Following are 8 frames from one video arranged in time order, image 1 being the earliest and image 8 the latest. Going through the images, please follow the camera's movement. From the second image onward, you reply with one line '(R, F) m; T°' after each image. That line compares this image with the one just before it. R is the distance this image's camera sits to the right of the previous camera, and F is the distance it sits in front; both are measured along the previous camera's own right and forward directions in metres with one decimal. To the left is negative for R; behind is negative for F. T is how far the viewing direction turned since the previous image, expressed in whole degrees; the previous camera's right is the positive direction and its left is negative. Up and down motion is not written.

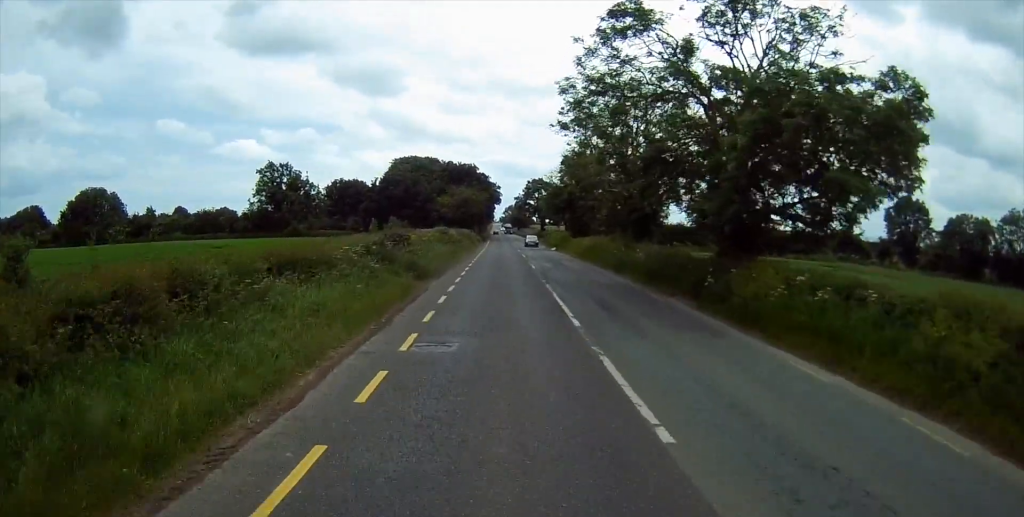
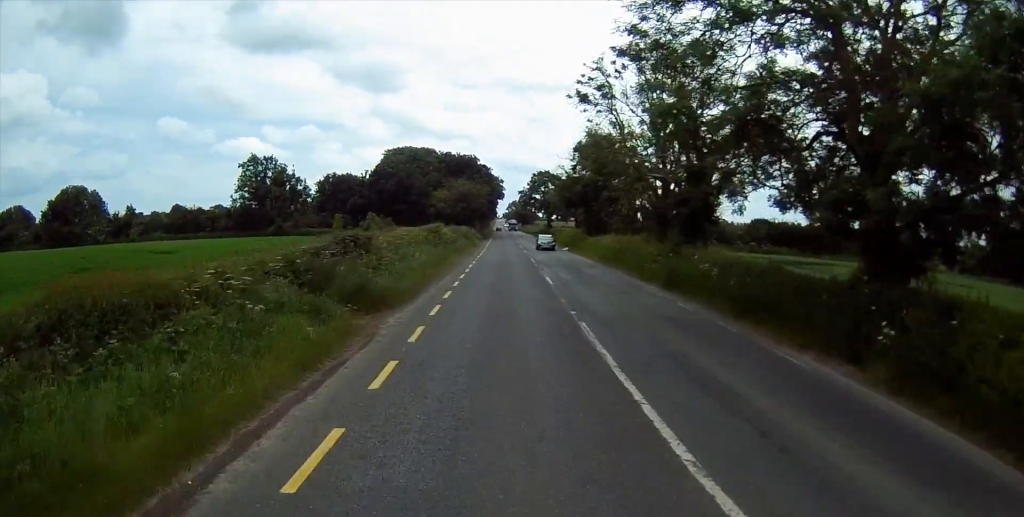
(0.0, +11.0) m; 0°
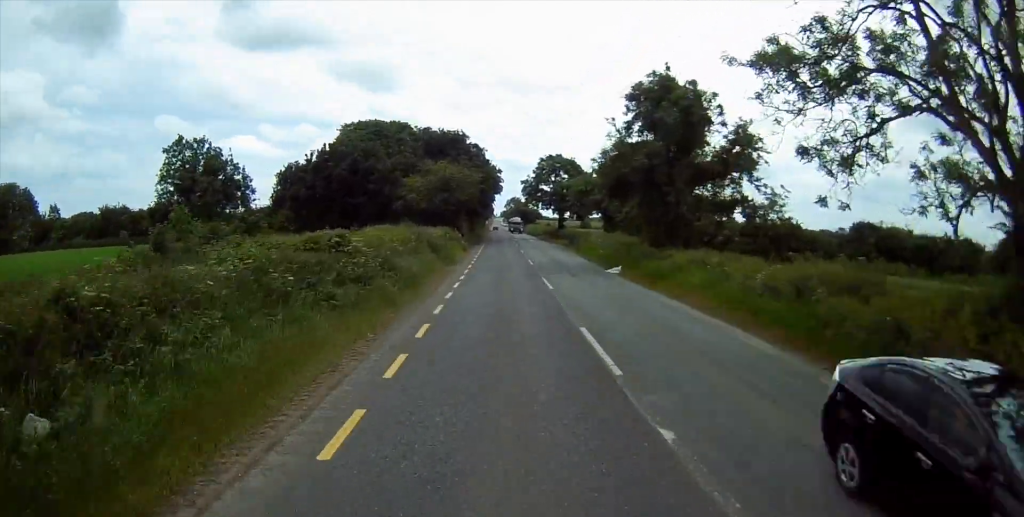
(-0.2, +30.0) m; -1°
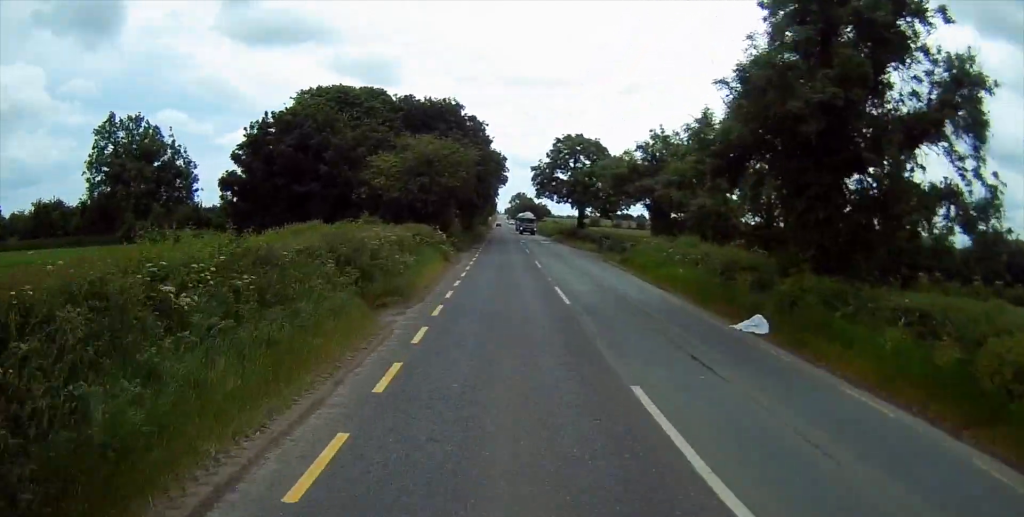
(0.0, +20.6) m; 0°
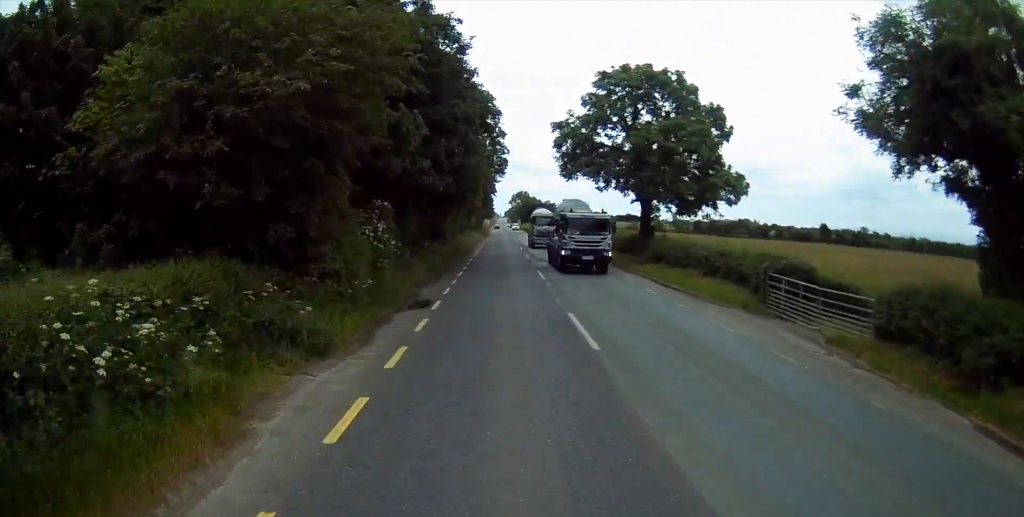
(+0.3, +36.8) m; +1°
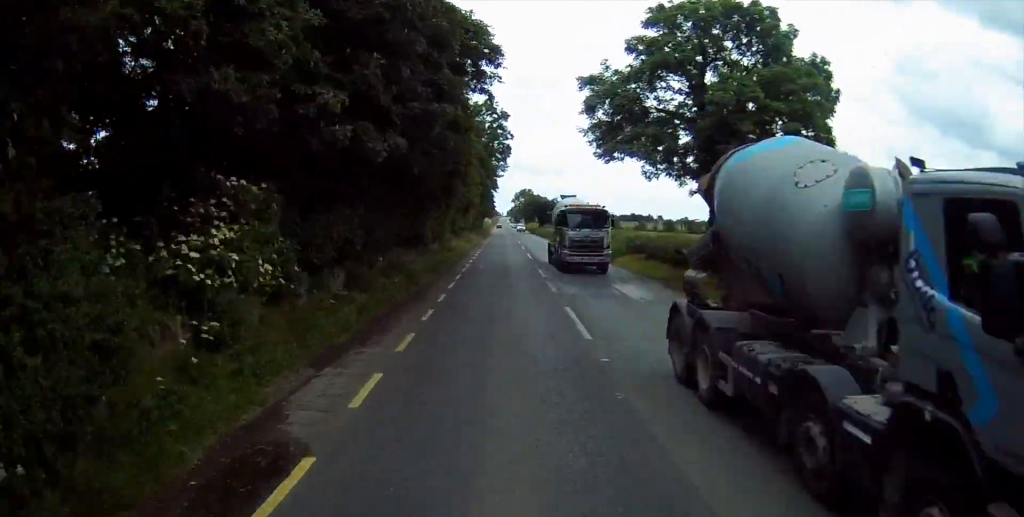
(+0.2, +14.0) m; 0°
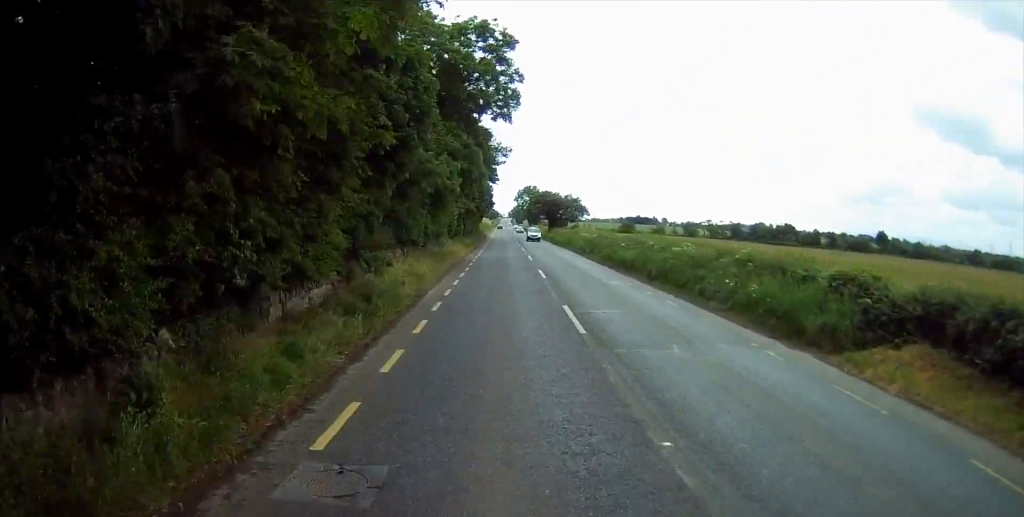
(-0.3, +28.9) m; -1°
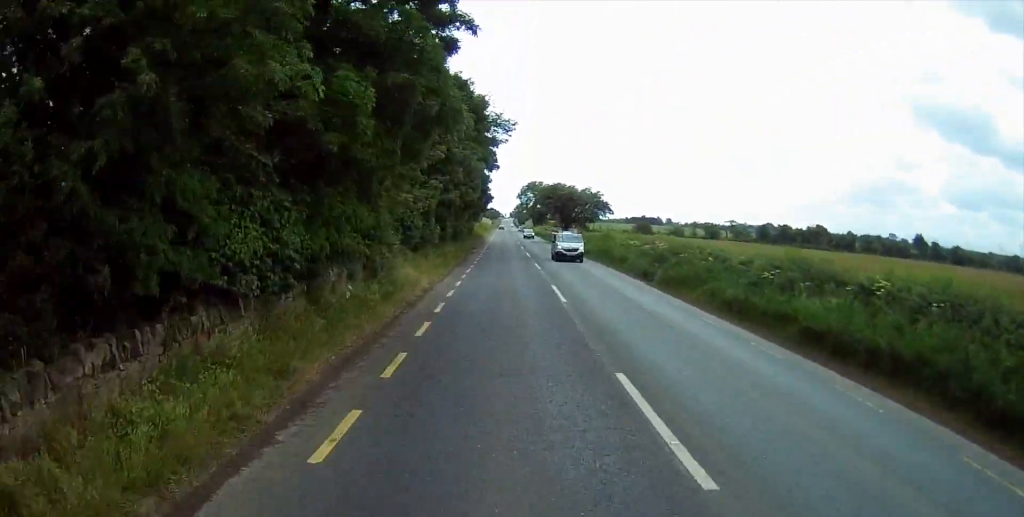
(-0.2, +23.5) m; -1°
